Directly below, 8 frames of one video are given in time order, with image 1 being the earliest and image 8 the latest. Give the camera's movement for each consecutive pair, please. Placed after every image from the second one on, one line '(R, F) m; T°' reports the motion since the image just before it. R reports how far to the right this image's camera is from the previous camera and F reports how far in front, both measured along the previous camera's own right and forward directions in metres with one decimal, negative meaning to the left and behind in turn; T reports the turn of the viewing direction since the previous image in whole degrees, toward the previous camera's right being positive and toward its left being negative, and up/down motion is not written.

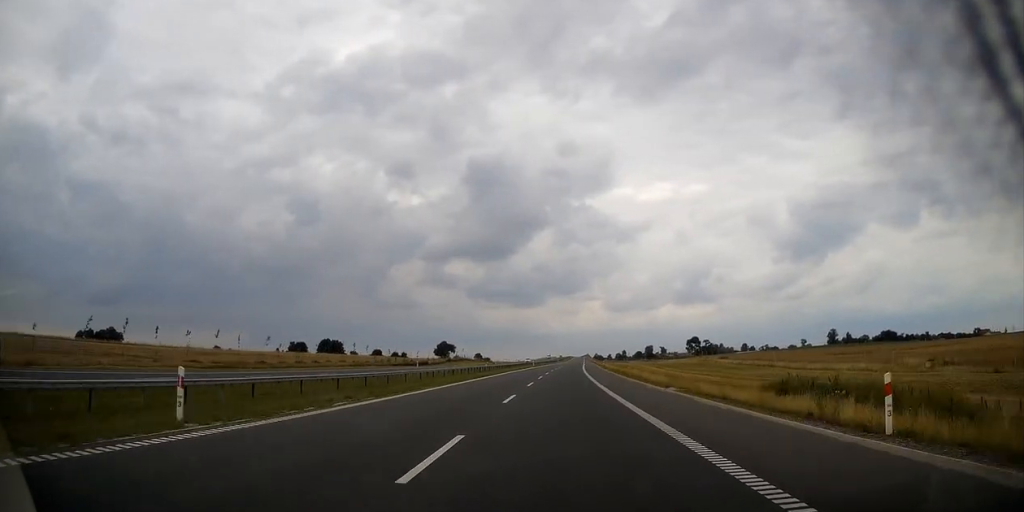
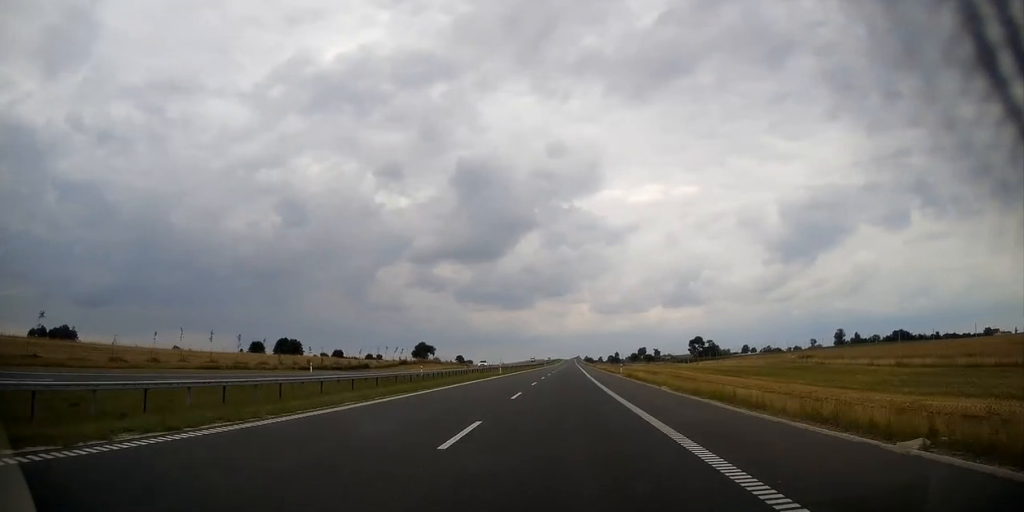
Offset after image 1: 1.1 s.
(+0.5, +45.9) m; +1°
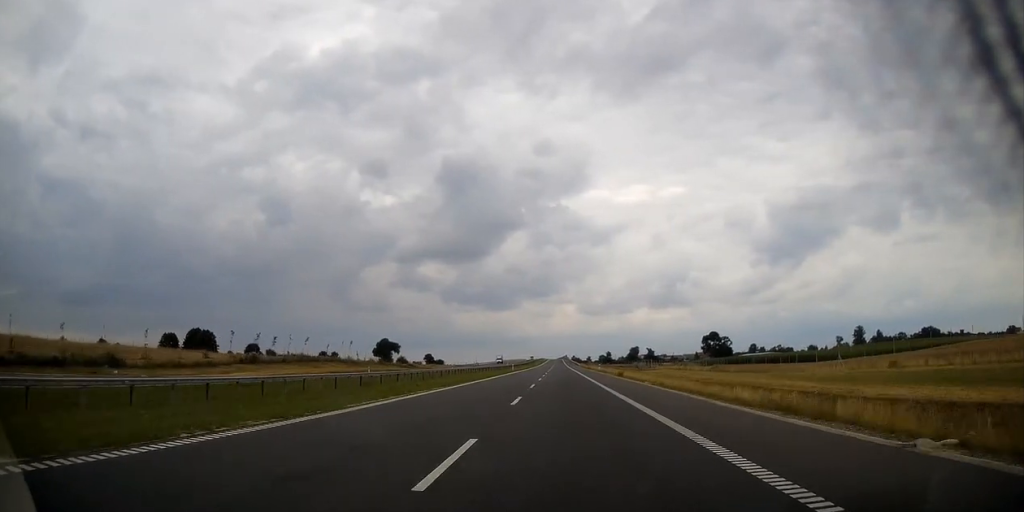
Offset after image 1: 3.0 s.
(+1.0, +75.7) m; +2°
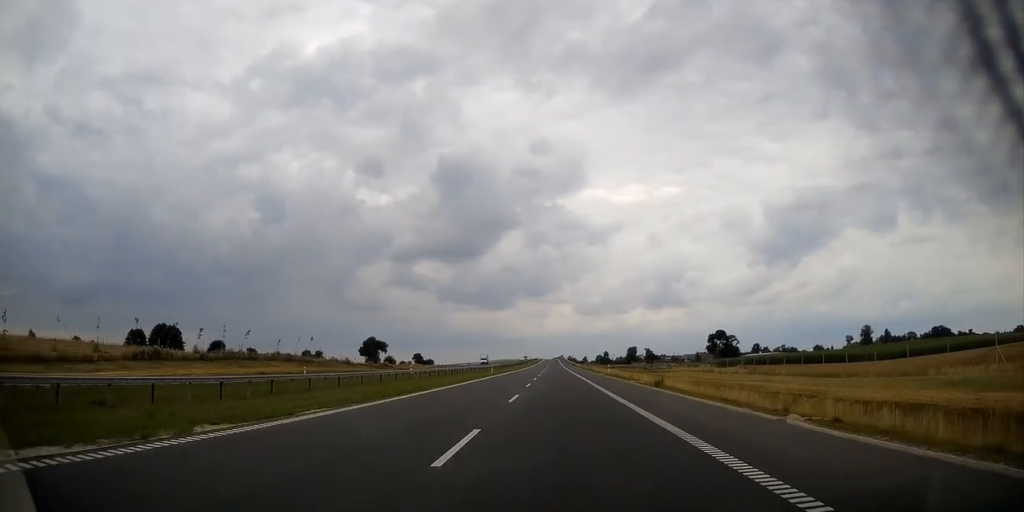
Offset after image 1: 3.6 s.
(+0.1, +22.9) m; 0°
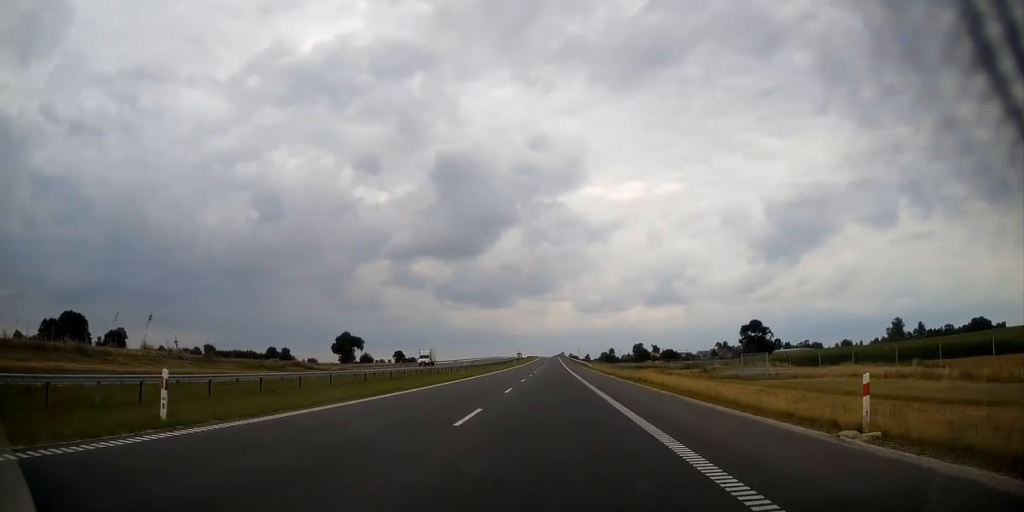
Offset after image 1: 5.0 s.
(+0.4, +56.1) m; +1°
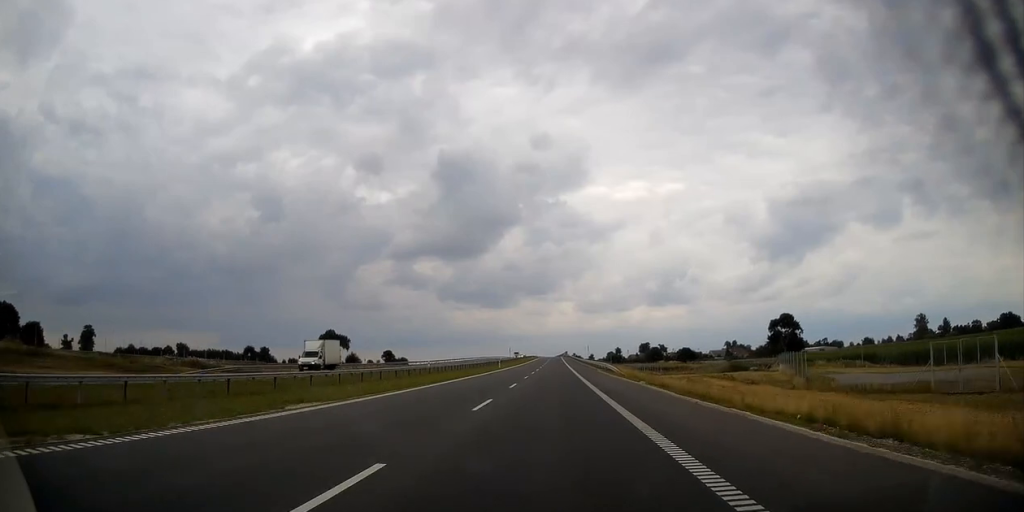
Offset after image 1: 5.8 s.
(+0.1, +33.0) m; 0°
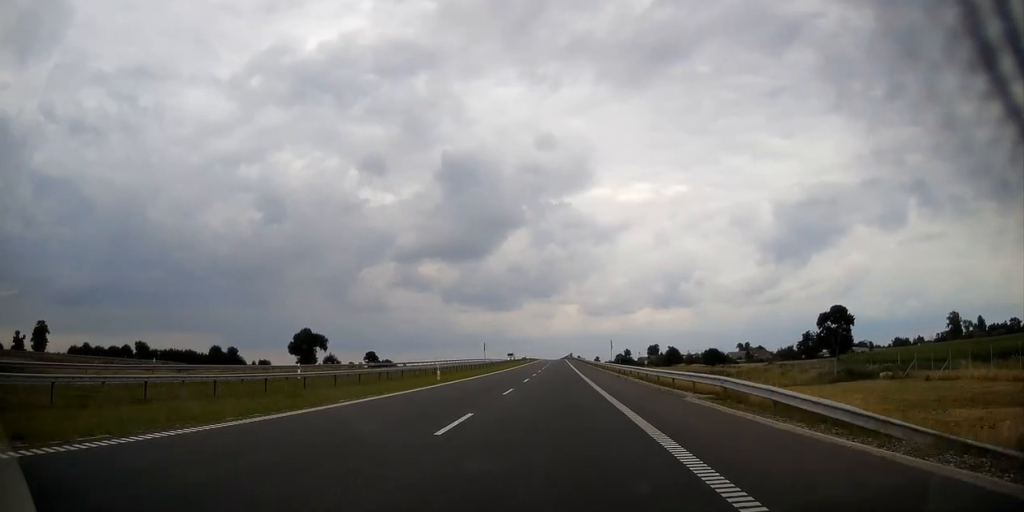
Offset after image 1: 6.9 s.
(-0.3, +41.8) m; 0°
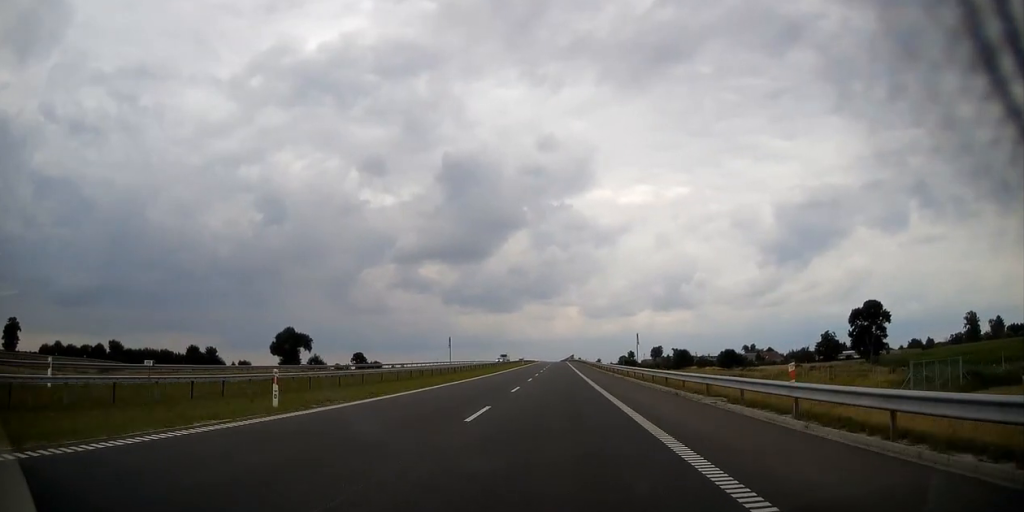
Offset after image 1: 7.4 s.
(0.0, +22.0) m; 0°
